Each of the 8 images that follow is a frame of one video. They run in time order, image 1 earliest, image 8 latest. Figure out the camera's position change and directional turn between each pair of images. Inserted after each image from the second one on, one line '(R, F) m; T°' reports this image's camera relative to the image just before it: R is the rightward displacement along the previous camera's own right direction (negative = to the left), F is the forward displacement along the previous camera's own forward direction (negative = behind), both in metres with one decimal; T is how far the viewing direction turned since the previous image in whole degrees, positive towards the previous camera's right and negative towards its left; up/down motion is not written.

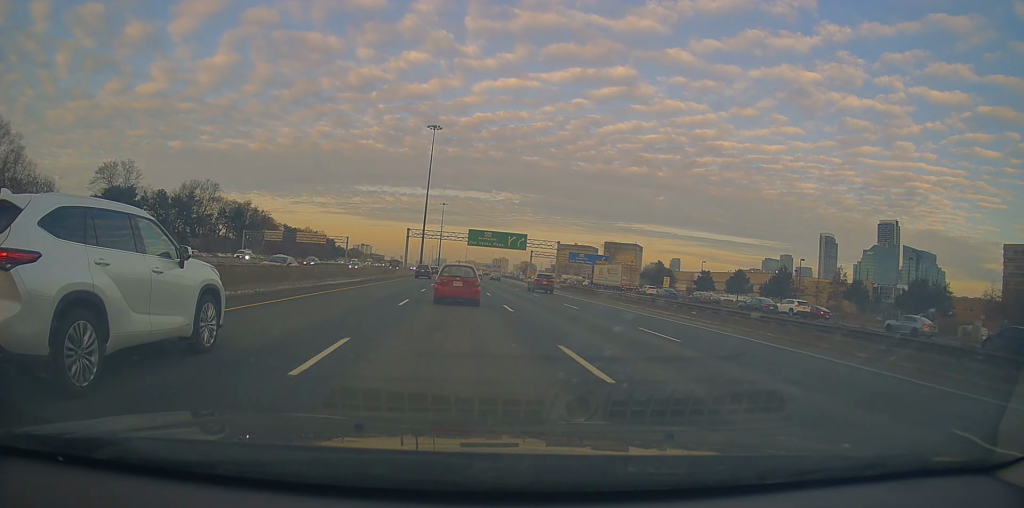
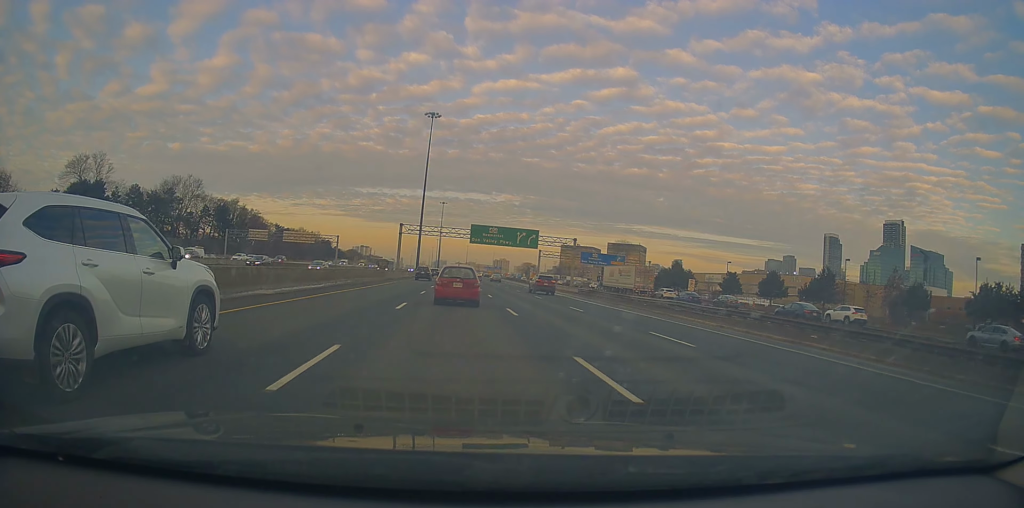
(0.0, +13.1) m; 0°
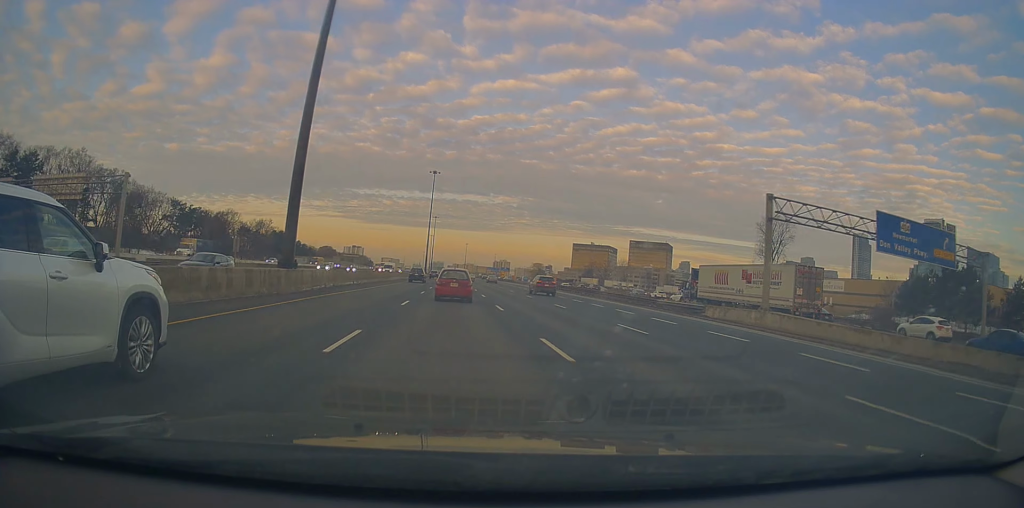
(+0.5, +94.2) m; 0°
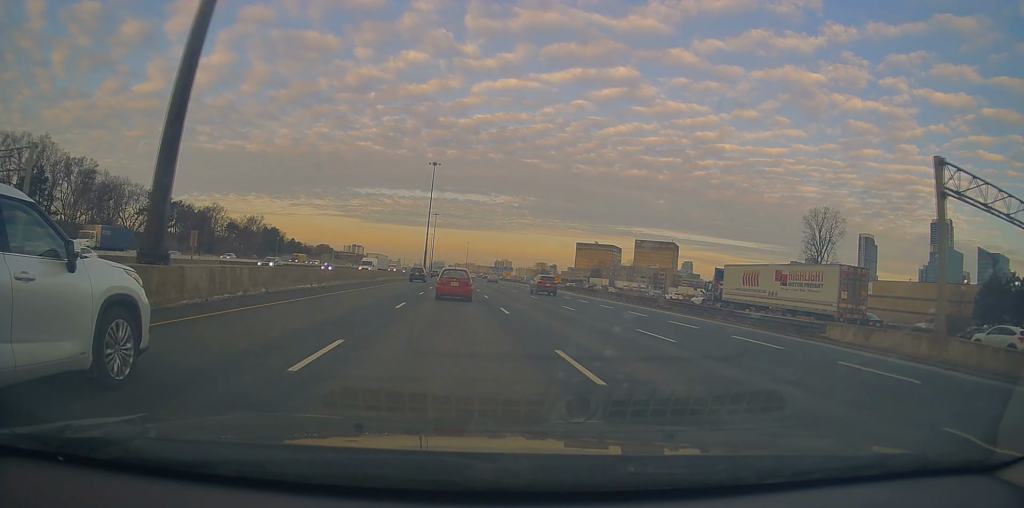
(-0.3, +13.7) m; 0°
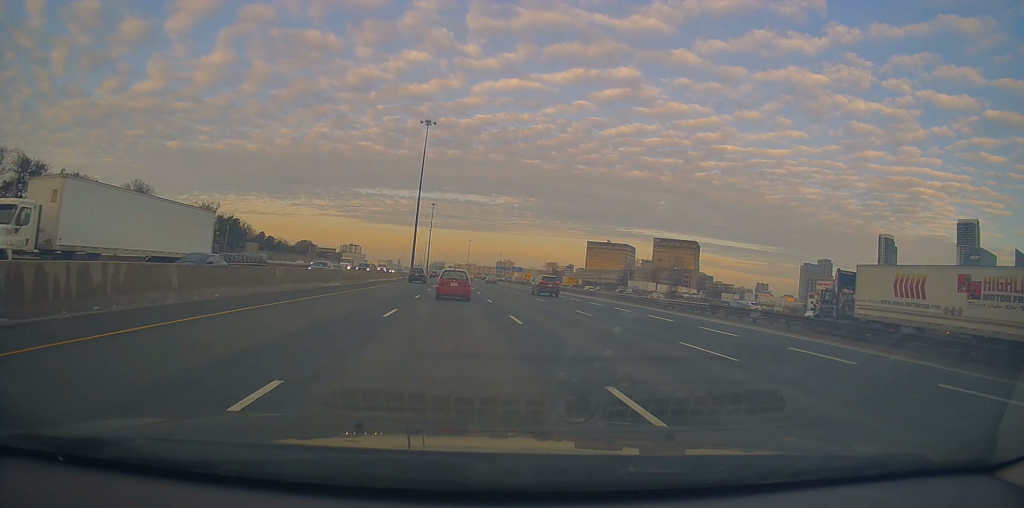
(+0.8, +50.8) m; +1°
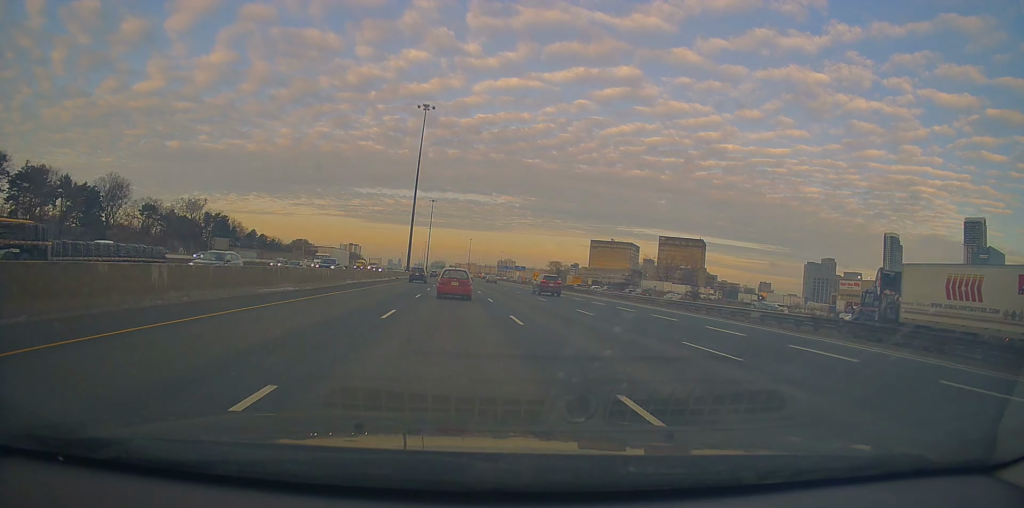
(+0.1, +12.1) m; 0°
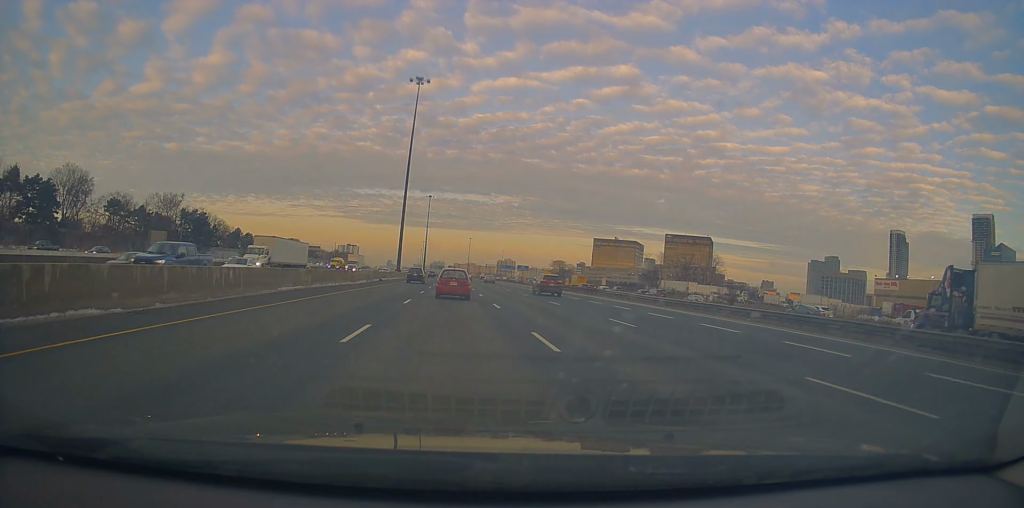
(-0.3, +17.3) m; 0°
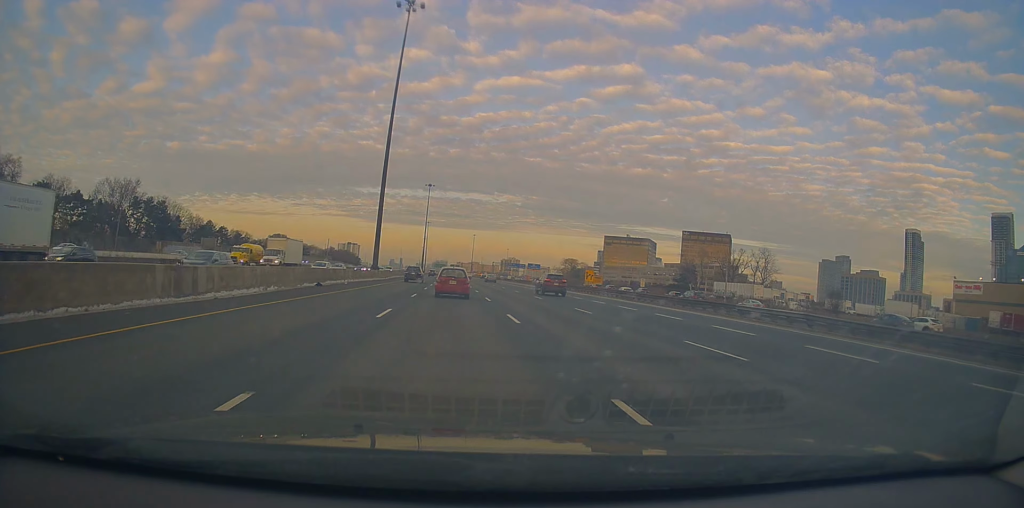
(0.0, +30.8) m; 0°
